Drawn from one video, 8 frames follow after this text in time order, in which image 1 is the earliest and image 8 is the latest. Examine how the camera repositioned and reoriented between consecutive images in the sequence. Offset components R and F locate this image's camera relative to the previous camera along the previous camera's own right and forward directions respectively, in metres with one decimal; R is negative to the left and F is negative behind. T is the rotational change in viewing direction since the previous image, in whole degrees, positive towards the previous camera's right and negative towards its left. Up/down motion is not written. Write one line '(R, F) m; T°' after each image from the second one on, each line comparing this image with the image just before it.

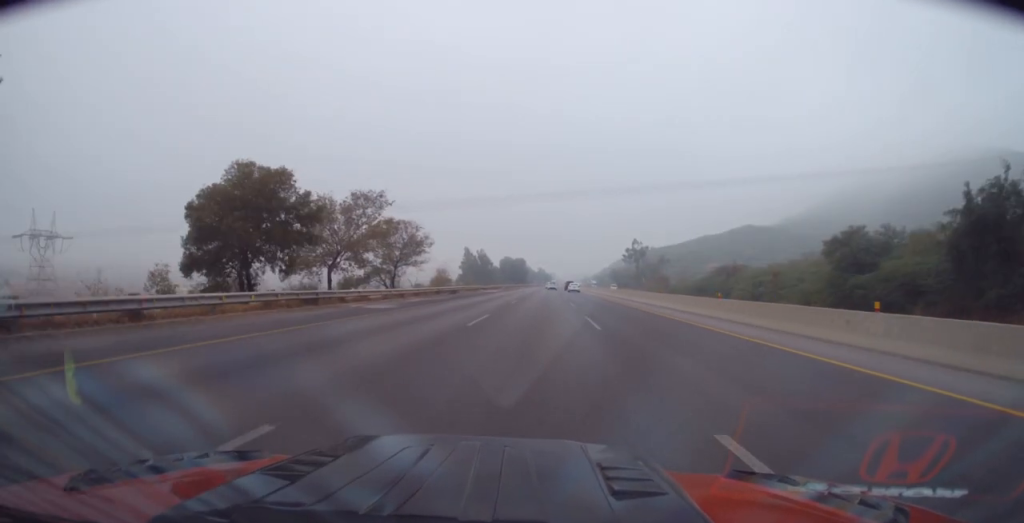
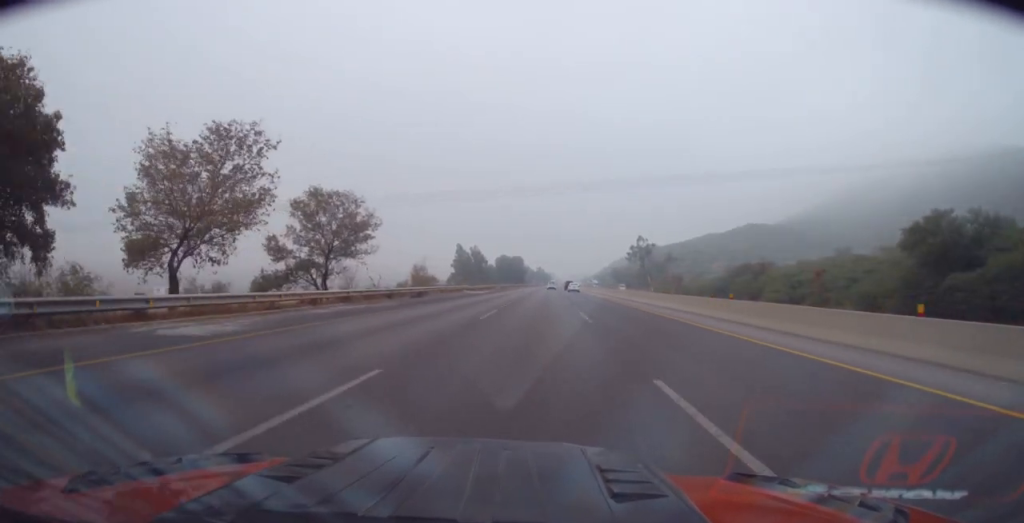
(-0.3, +14.9) m; 0°
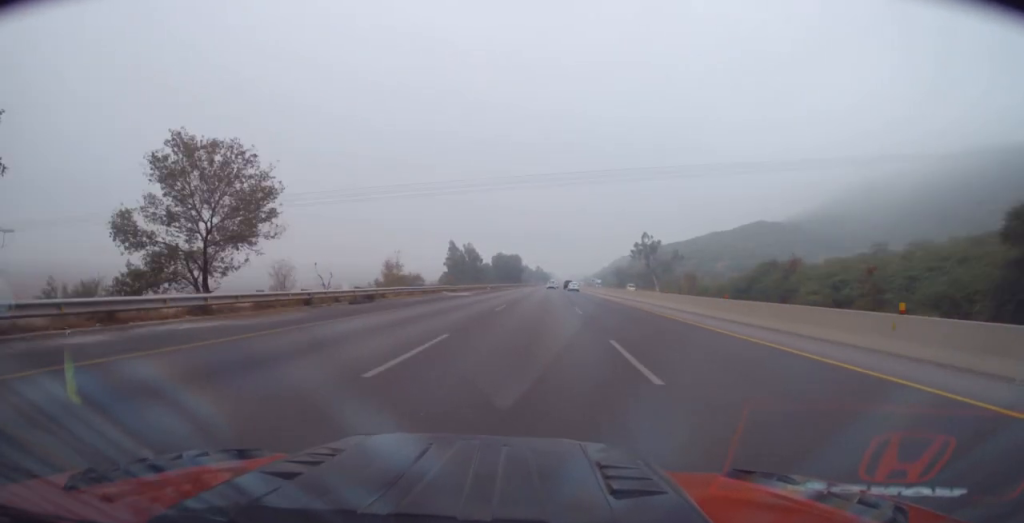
(0.0, +12.4) m; 0°
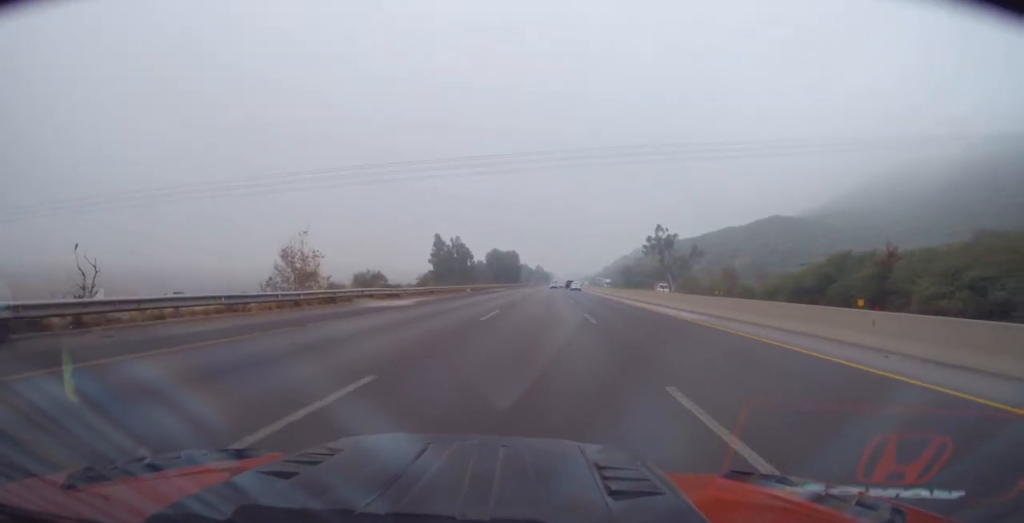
(+0.4, +24.1) m; 0°
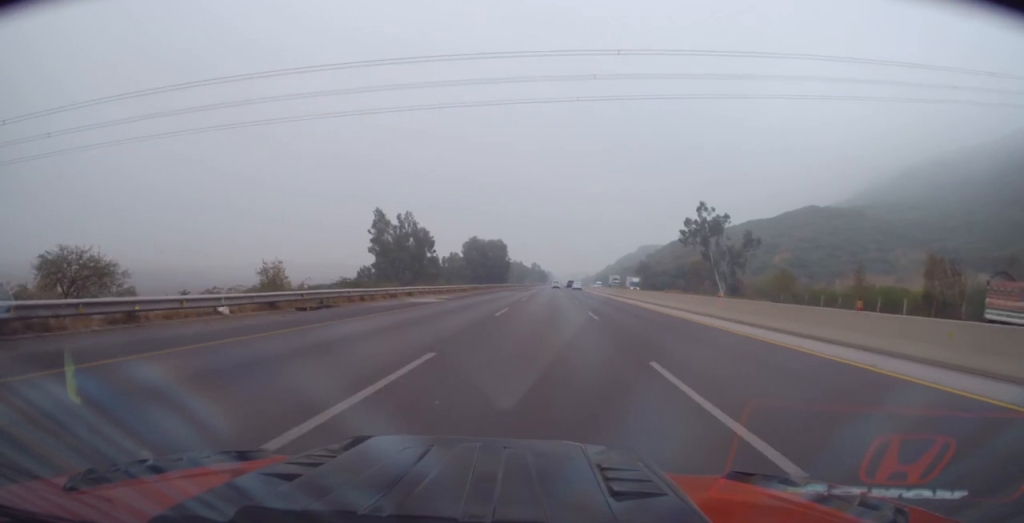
(-0.3, +52.0) m; +1°
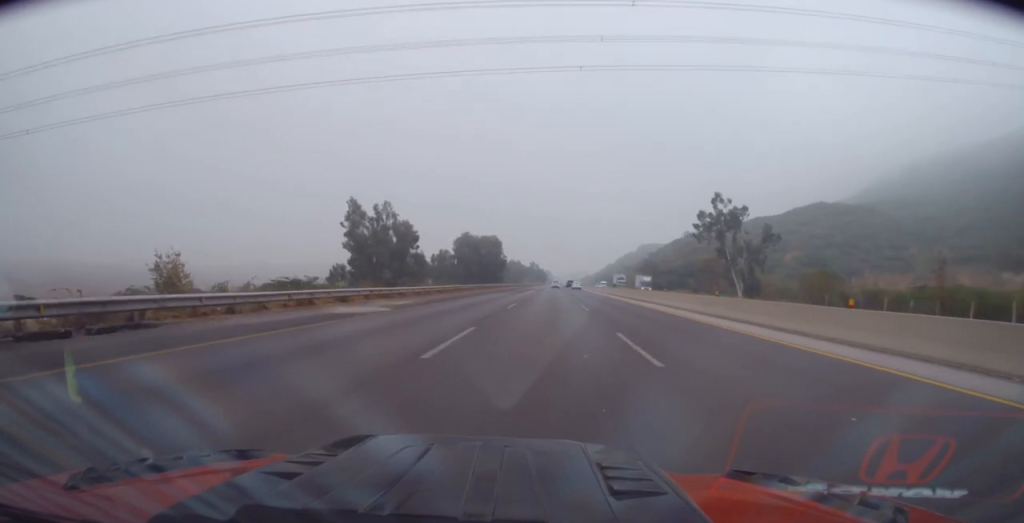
(+0.2, +12.6) m; 0°
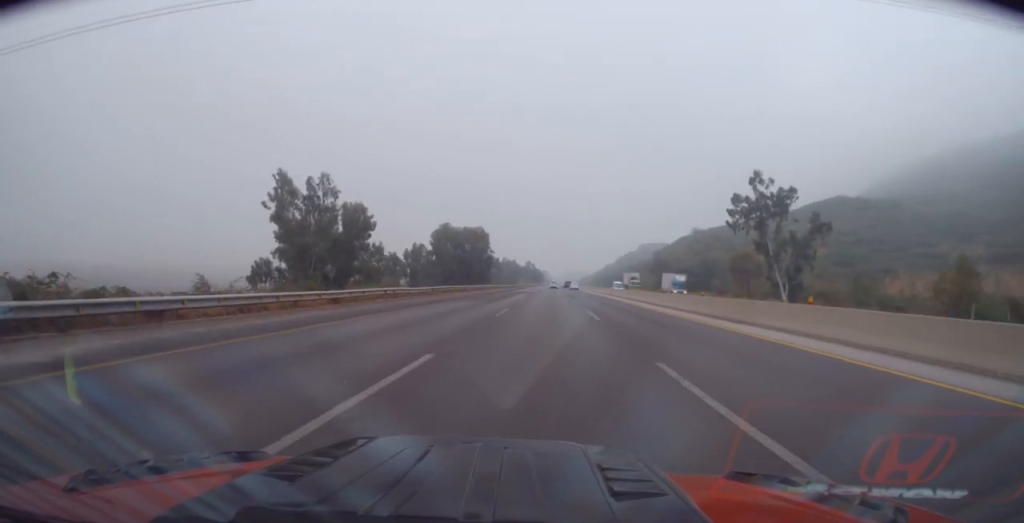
(-0.4, +23.6) m; 0°
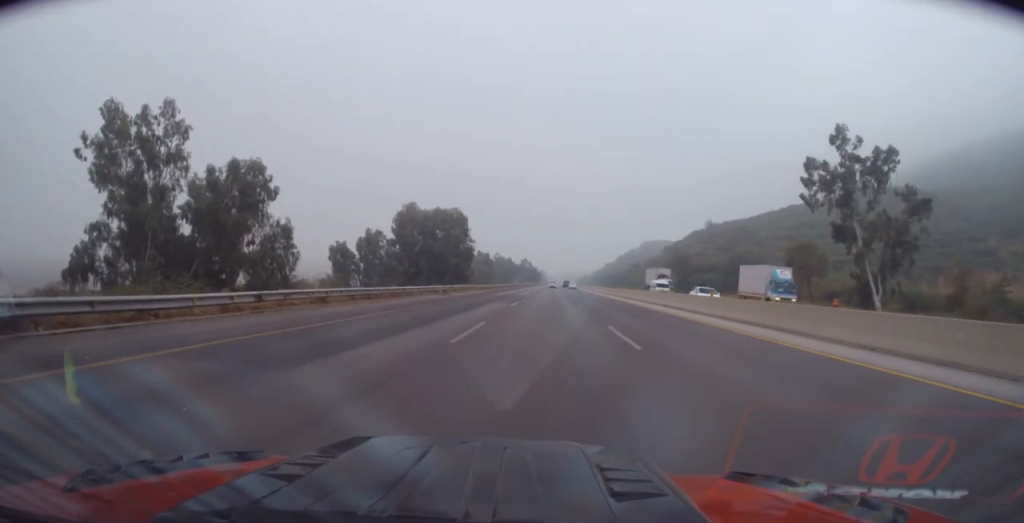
(+0.5, +27.9) m; +1°
